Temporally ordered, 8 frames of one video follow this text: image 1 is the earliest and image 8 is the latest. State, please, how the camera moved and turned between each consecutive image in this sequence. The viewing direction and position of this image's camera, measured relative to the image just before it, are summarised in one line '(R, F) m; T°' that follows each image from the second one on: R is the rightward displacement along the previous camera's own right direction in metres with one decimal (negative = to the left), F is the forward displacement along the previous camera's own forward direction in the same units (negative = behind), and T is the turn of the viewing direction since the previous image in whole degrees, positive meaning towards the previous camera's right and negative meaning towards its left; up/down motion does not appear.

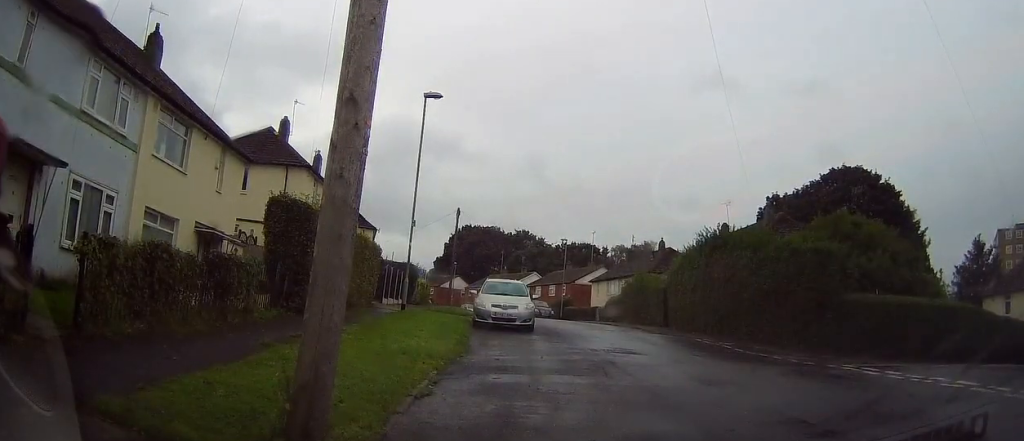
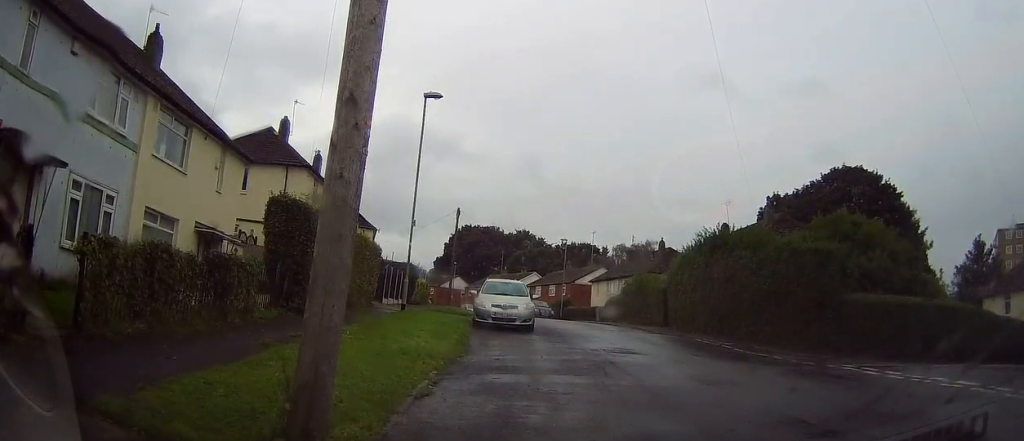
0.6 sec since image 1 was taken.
(0.0, 0.0) m; 0°
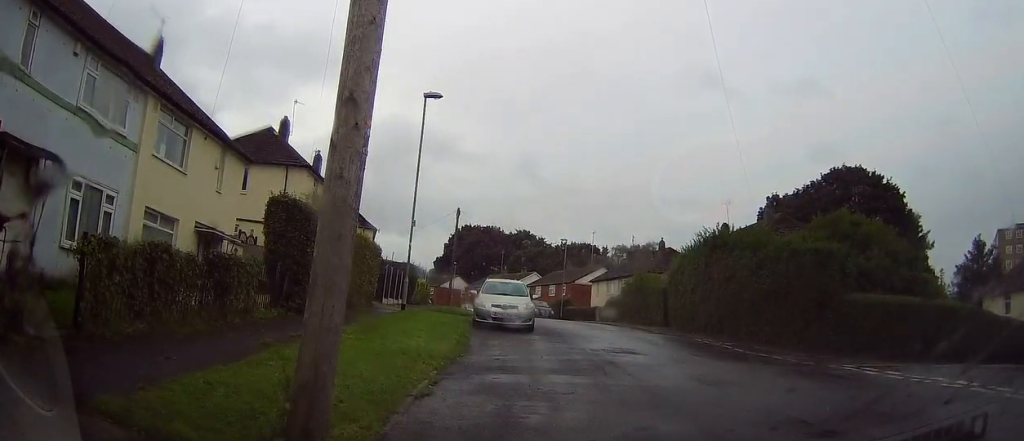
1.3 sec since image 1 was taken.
(0.0, 0.0) m; 0°
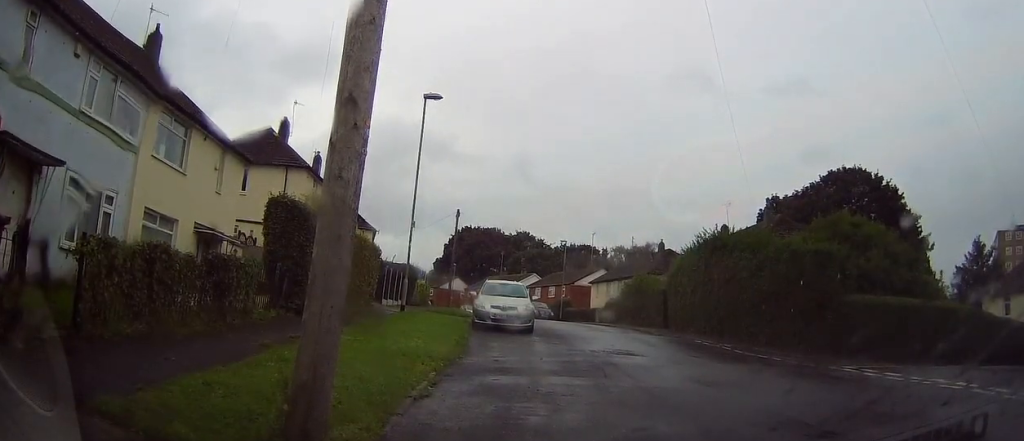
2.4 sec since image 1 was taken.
(0.0, 0.0) m; 0°
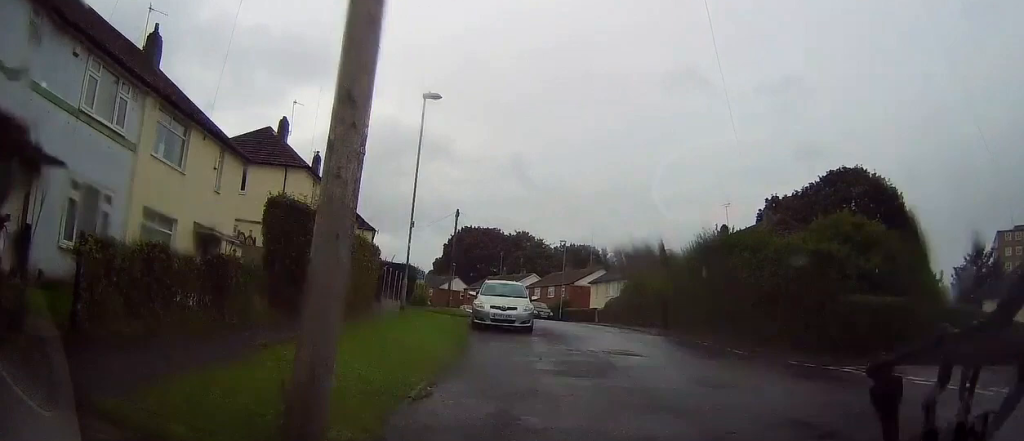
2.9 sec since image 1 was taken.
(0.0, 0.0) m; 0°
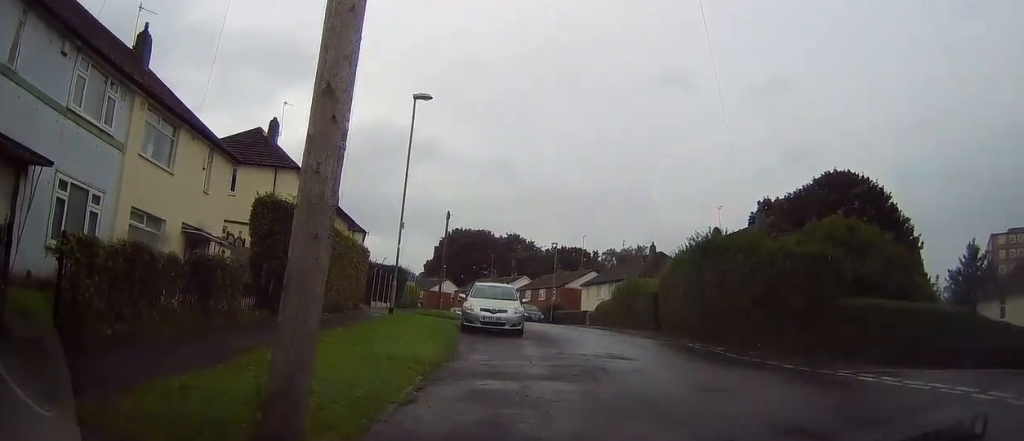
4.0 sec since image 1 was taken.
(0.0, 0.0) m; 0°
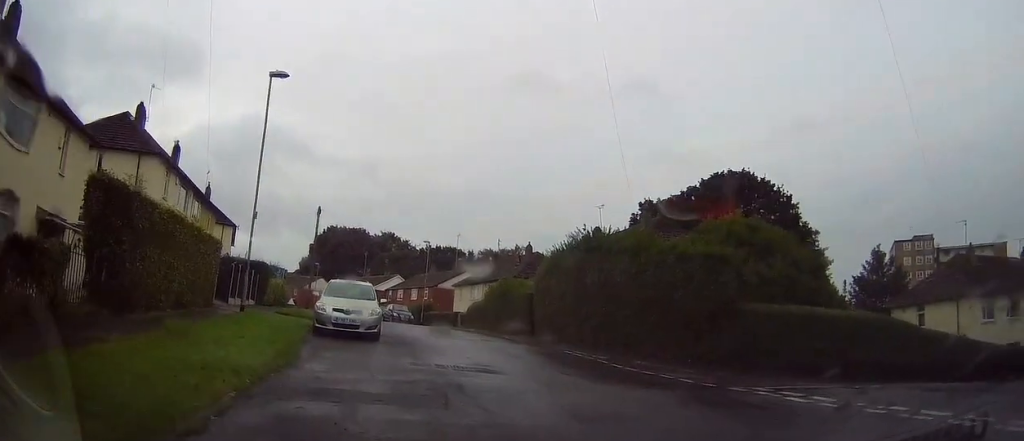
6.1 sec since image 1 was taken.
(-0.2, +1.1) m; 0°
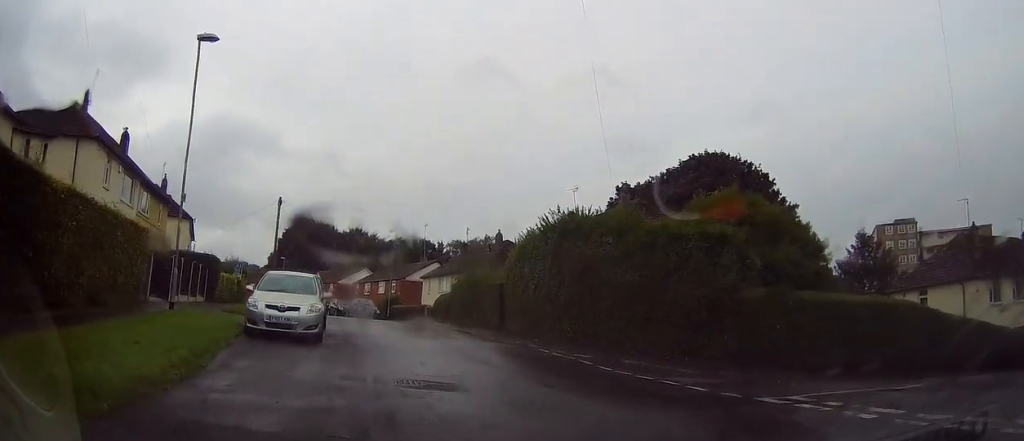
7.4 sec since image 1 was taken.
(+0.2, +2.3) m; +2°
